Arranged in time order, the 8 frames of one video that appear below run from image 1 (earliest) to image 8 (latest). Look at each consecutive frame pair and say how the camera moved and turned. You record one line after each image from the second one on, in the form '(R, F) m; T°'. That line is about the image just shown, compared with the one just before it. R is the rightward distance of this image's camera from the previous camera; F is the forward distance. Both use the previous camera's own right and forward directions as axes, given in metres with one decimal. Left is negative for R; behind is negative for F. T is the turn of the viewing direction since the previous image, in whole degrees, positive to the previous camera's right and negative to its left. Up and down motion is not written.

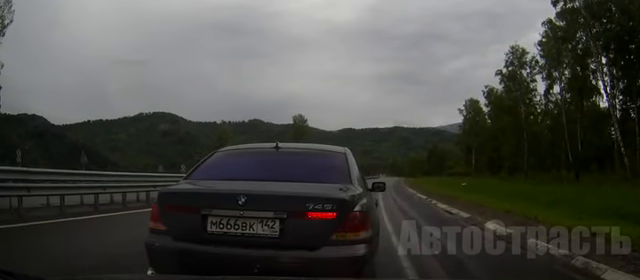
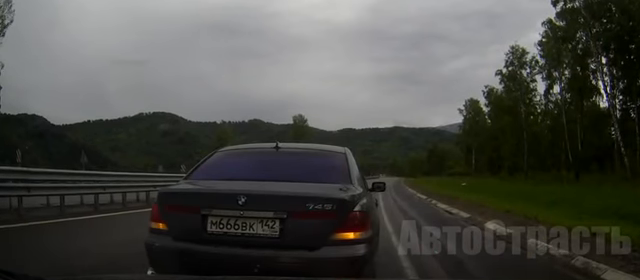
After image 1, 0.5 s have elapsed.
(0.0, 0.0) m; 0°
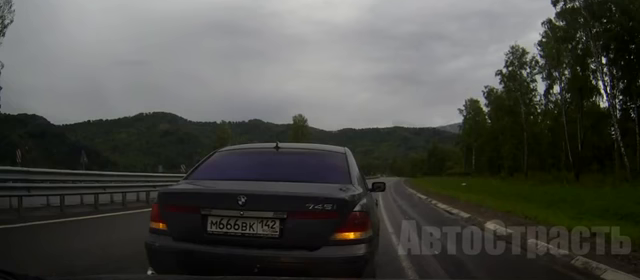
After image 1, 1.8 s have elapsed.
(0.0, 0.0) m; 0°
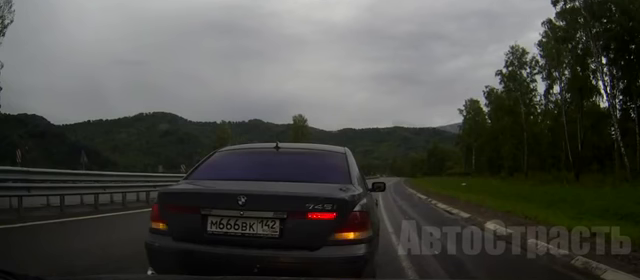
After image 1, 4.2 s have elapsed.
(0.0, 0.0) m; 0°
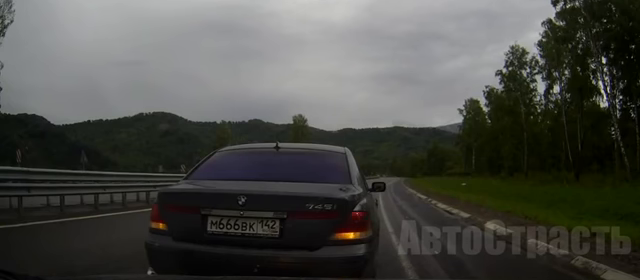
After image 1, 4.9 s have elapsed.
(0.0, 0.0) m; 0°
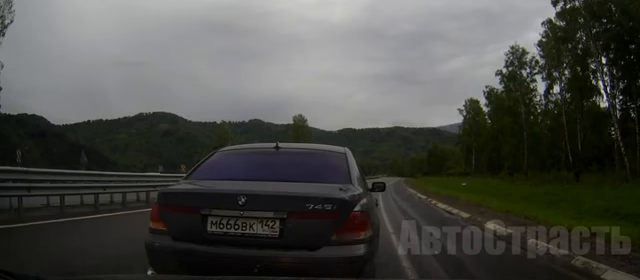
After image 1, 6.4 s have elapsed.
(0.0, 0.0) m; 0°
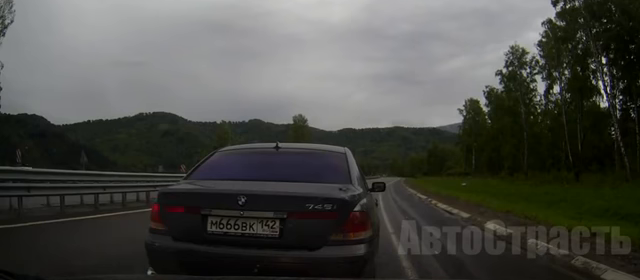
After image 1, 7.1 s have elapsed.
(0.0, 0.0) m; 0°
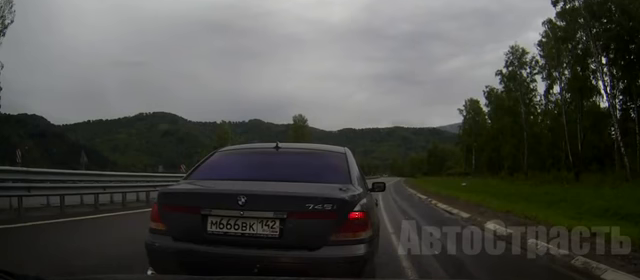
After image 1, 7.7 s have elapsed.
(0.0, 0.0) m; 0°
